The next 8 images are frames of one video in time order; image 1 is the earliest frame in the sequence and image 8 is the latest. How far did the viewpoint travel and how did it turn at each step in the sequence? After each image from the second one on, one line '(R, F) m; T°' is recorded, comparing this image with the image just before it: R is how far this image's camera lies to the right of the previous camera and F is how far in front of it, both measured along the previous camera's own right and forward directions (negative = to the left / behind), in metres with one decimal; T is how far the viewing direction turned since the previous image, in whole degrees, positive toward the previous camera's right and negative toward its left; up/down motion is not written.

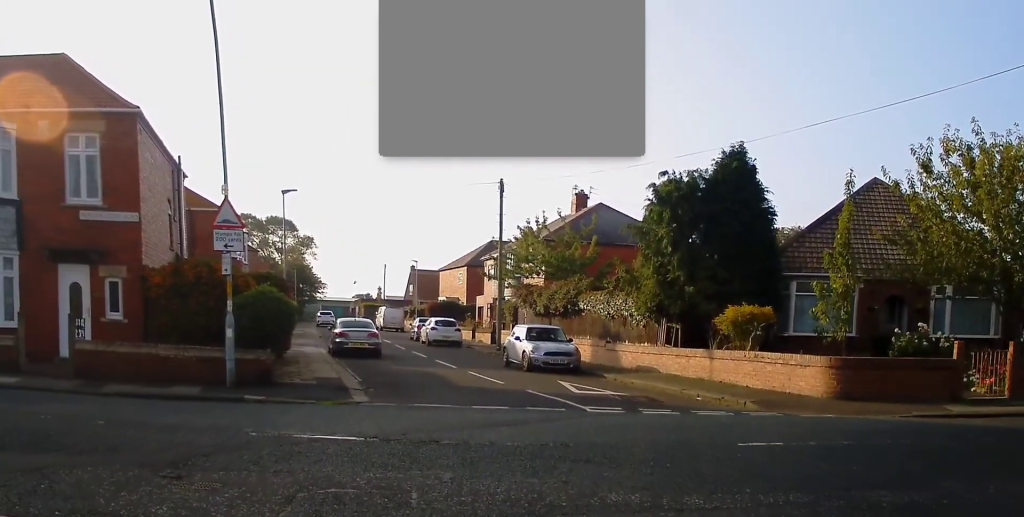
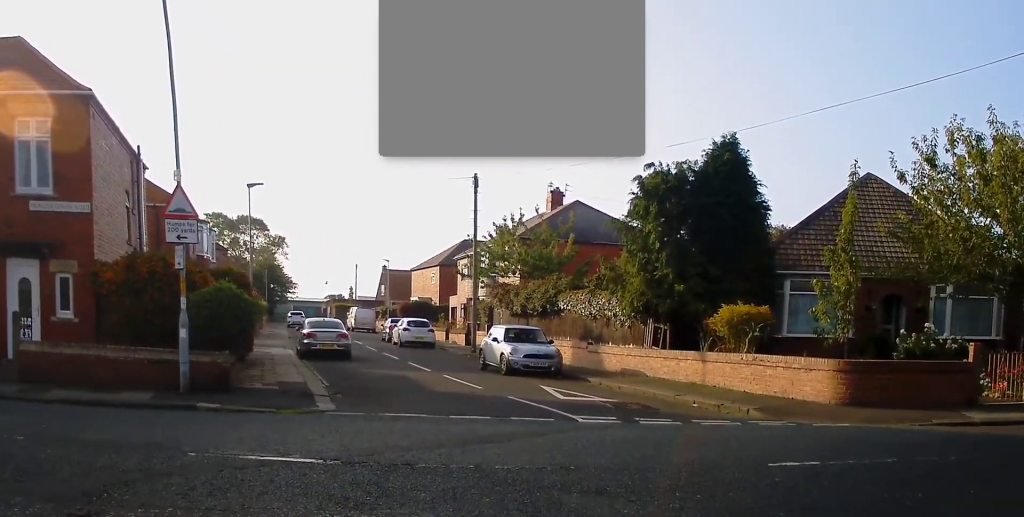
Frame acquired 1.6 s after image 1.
(+0.1, +1.7) m; 0°
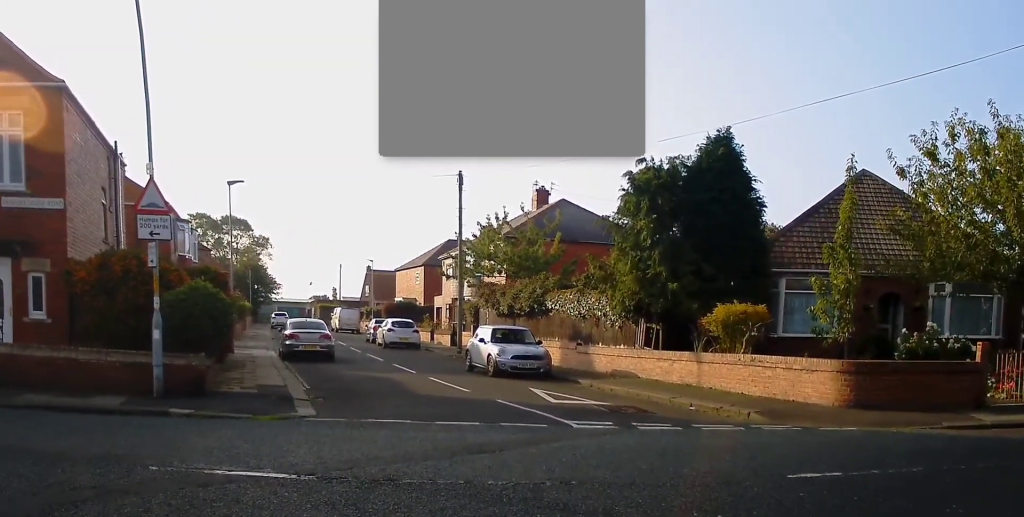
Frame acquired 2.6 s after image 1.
(+0.1, +0.7) m; 0°
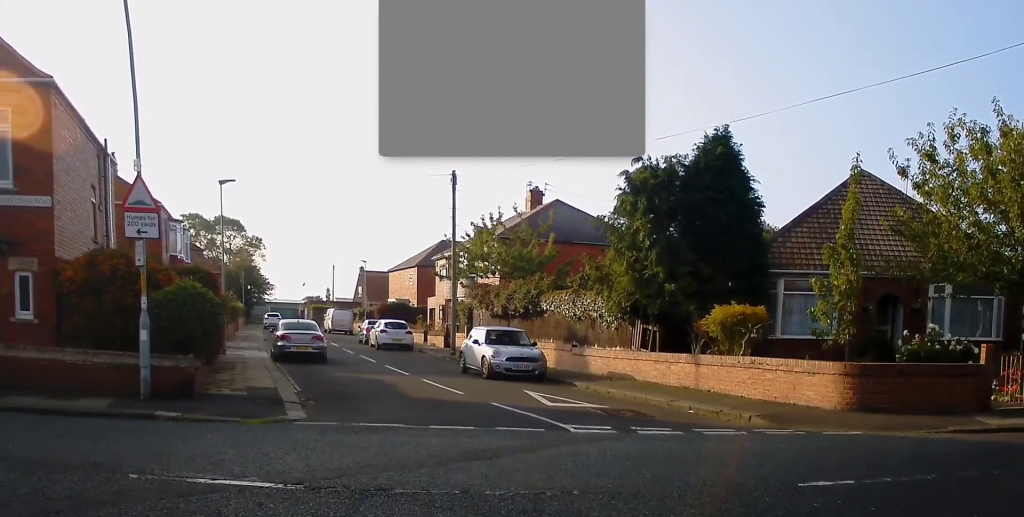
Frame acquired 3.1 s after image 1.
(+0.1, +0.3) m; 0°
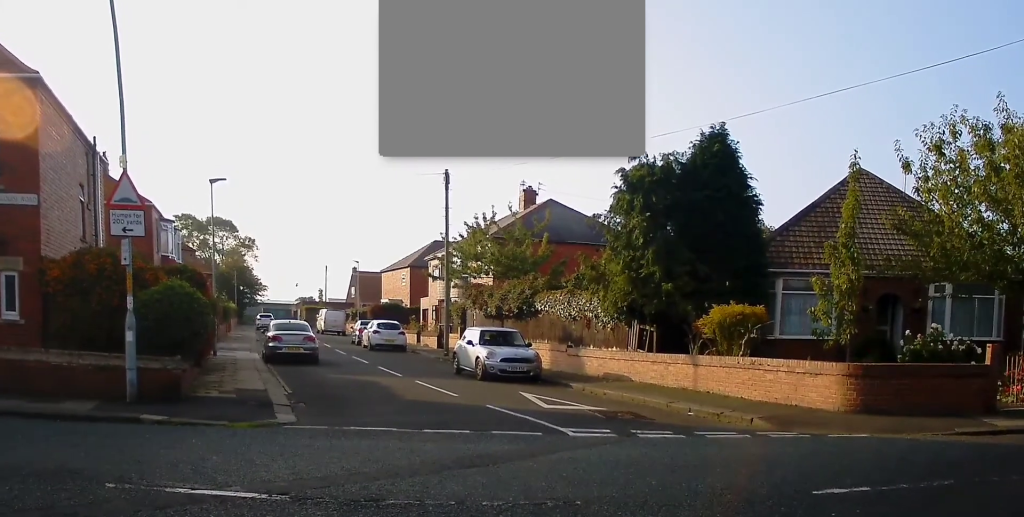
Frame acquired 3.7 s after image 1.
(+0.1, +0.4) m; 0°
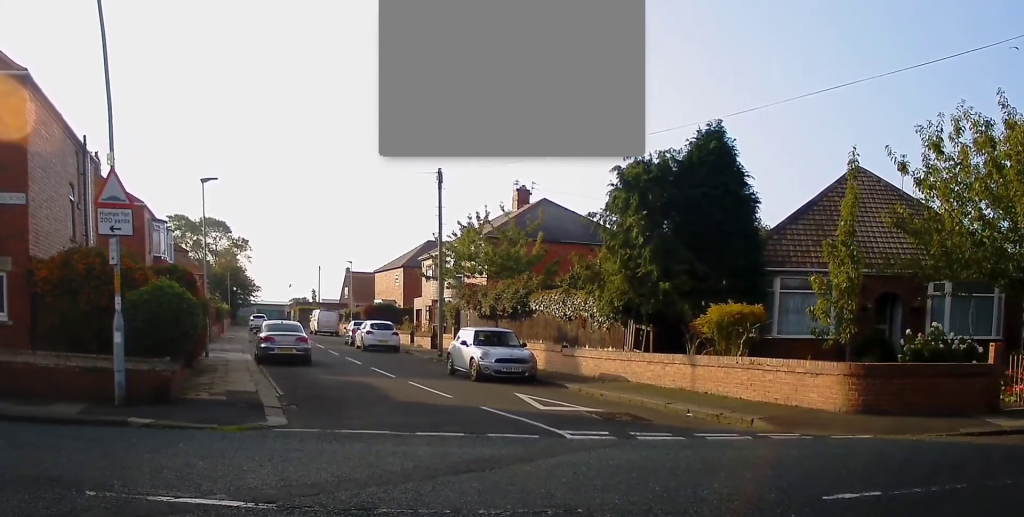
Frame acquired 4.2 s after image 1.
(0.0, +0.2) m; 0°
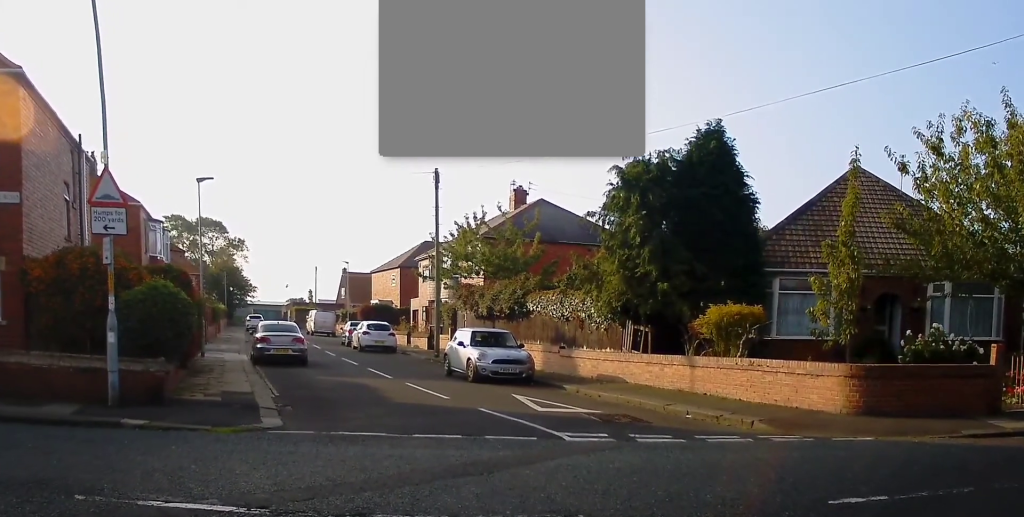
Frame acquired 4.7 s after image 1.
(0.0, +0.2) m; 0°
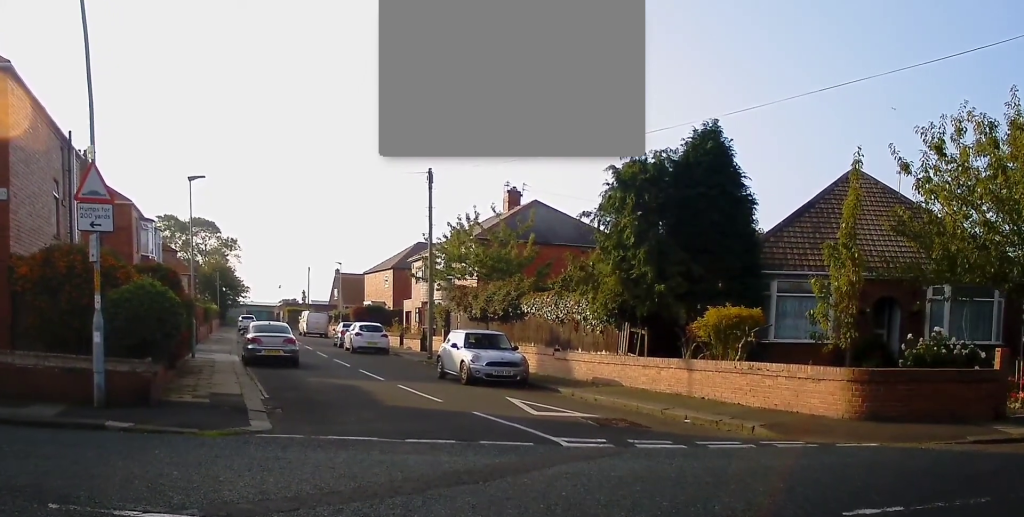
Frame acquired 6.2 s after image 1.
(-0.1, +0.4) m; 0°
